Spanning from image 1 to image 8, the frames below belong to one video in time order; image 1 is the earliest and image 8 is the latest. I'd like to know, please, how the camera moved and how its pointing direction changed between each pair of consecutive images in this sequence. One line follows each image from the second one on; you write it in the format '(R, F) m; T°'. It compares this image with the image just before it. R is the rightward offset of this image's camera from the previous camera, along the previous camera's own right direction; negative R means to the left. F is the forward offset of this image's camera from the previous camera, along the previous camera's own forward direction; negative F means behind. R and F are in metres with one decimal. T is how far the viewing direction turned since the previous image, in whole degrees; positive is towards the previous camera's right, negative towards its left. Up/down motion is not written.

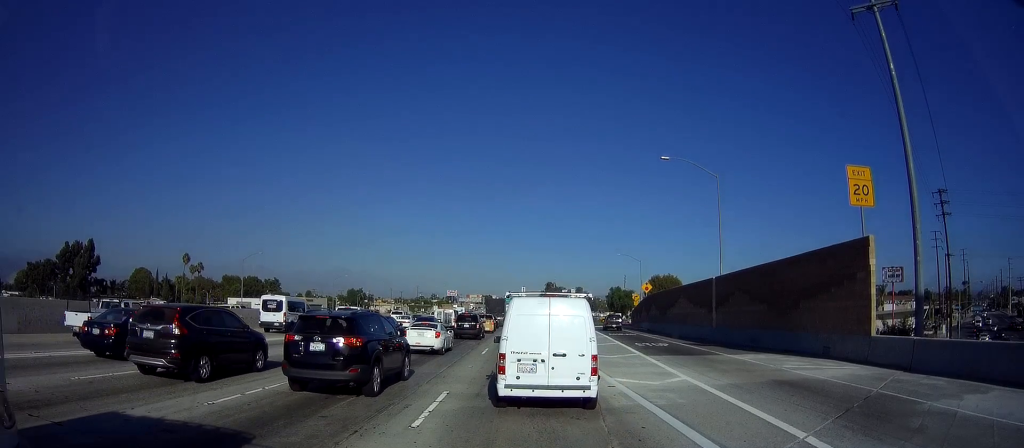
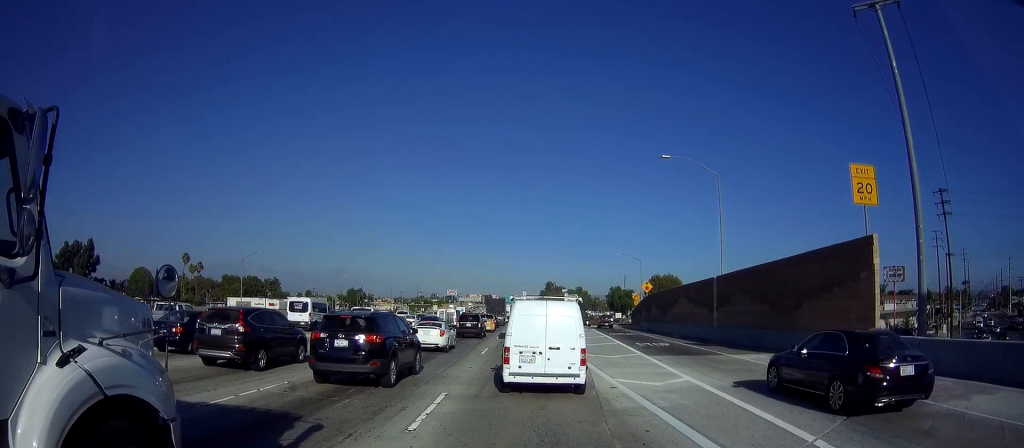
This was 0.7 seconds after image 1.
(+0.1, +0.9) m; 0°
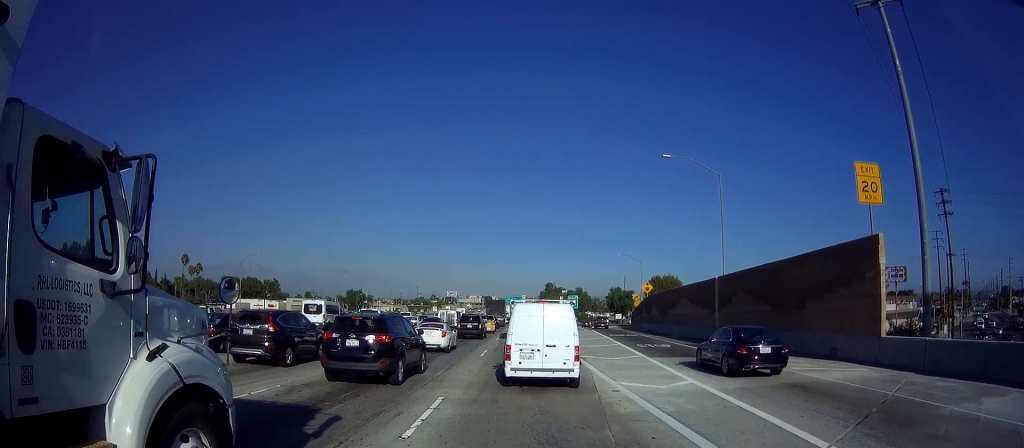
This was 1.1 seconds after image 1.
(-0.1, +1.1) m; -1°
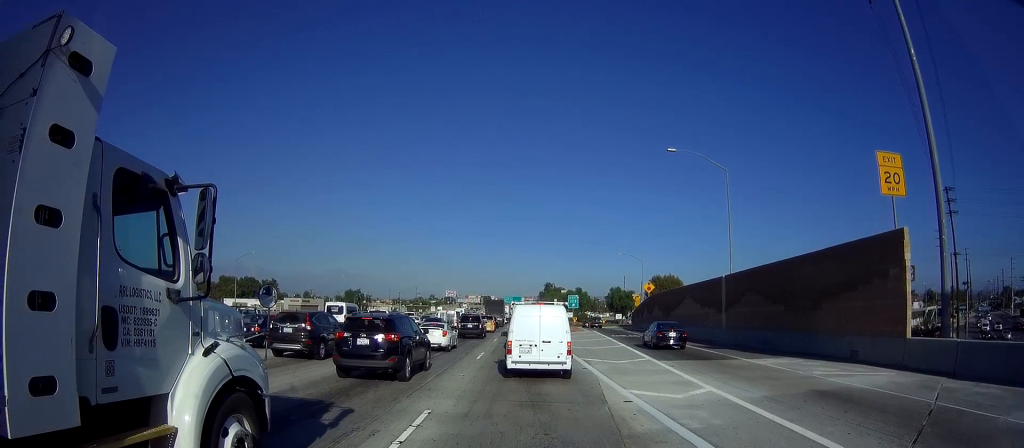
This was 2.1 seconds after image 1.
(-0.1, +2.7) m; -2°
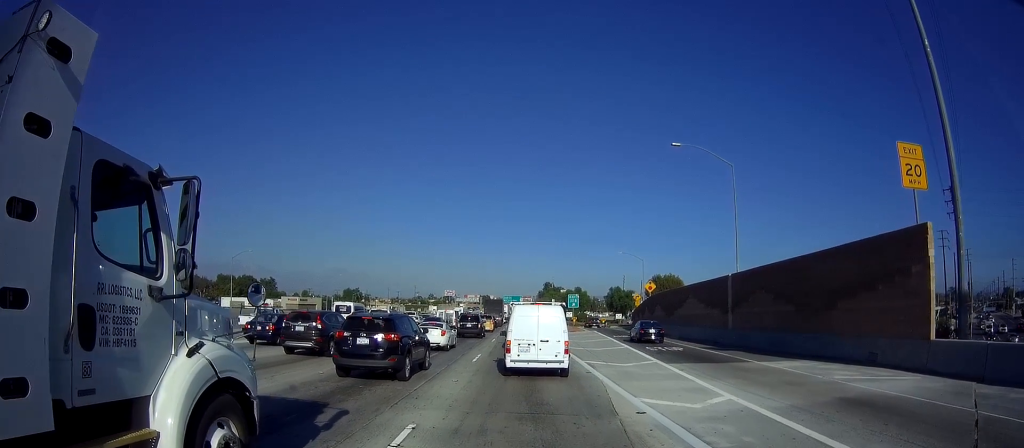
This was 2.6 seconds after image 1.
(0.0, +1.6) m; 0°
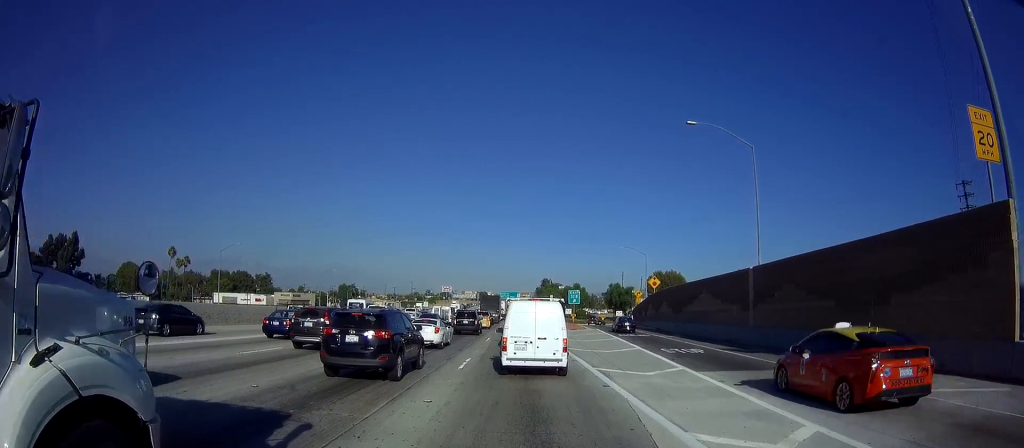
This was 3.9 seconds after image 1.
(0.0, +3.7) m; 0°
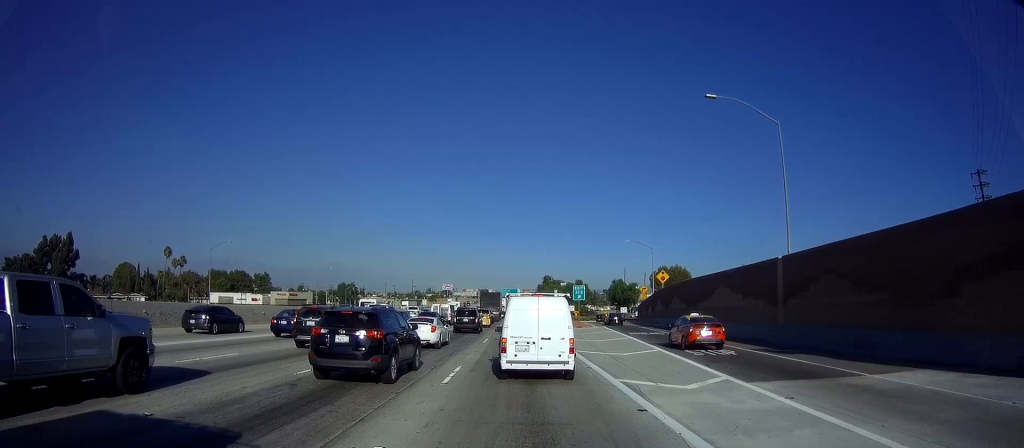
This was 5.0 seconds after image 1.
(0.0, +3.2) m; -2°
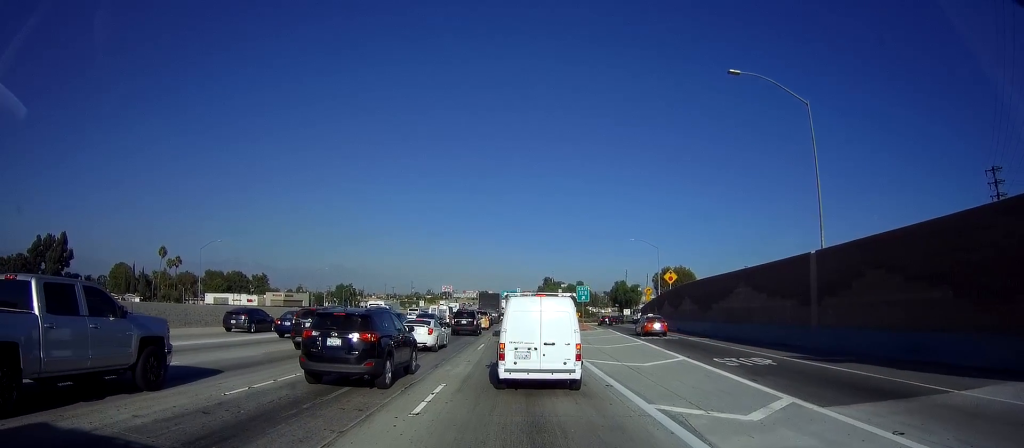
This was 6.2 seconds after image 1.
(0.0, +2.9) m; +2°
